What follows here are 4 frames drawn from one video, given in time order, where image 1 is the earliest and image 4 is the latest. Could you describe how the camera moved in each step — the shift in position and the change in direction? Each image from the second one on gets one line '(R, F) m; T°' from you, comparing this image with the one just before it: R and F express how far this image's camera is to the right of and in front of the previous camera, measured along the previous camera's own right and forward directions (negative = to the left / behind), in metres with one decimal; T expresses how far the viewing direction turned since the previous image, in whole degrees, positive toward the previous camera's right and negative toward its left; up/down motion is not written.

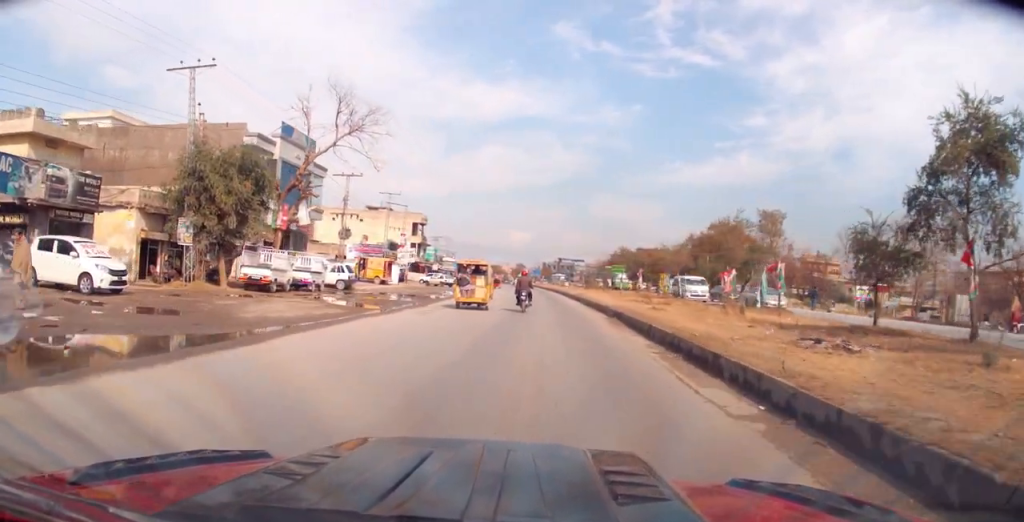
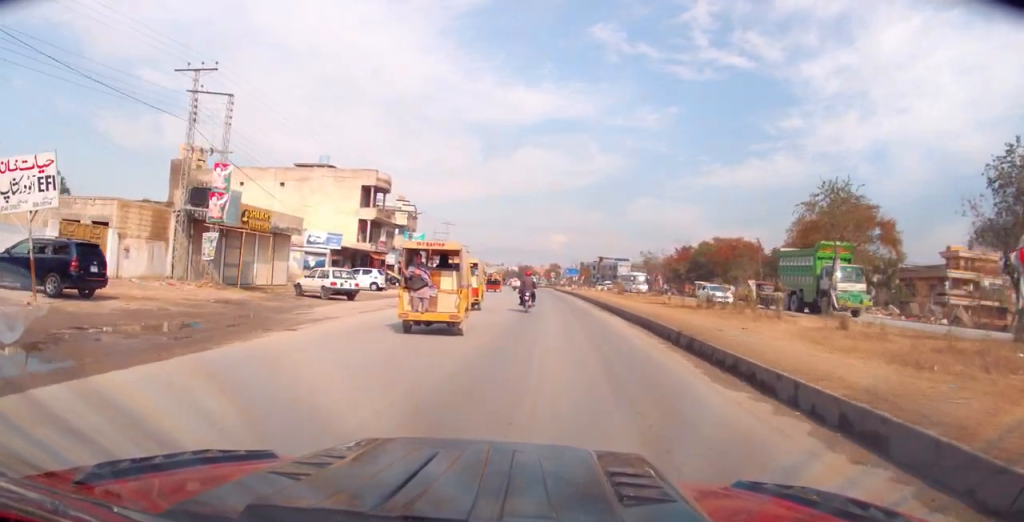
(-3.0, +44.5) m; -5°
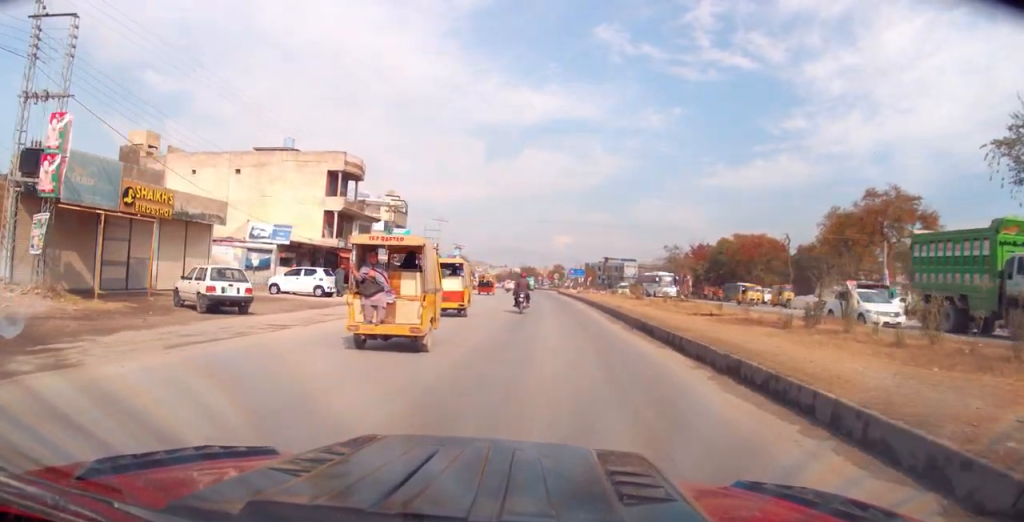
(-0.1, +10.3) m; -1°
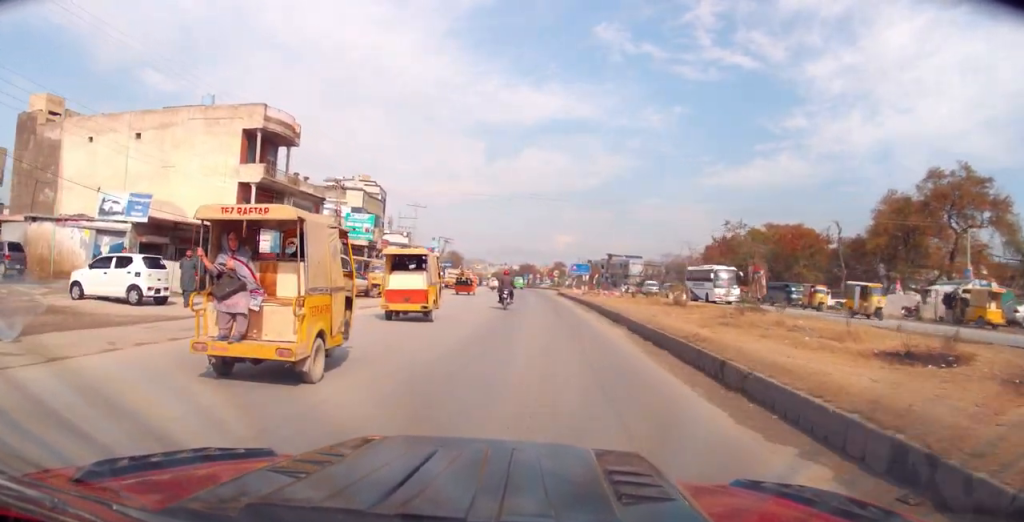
(0.0, +15.2) m; 0°
